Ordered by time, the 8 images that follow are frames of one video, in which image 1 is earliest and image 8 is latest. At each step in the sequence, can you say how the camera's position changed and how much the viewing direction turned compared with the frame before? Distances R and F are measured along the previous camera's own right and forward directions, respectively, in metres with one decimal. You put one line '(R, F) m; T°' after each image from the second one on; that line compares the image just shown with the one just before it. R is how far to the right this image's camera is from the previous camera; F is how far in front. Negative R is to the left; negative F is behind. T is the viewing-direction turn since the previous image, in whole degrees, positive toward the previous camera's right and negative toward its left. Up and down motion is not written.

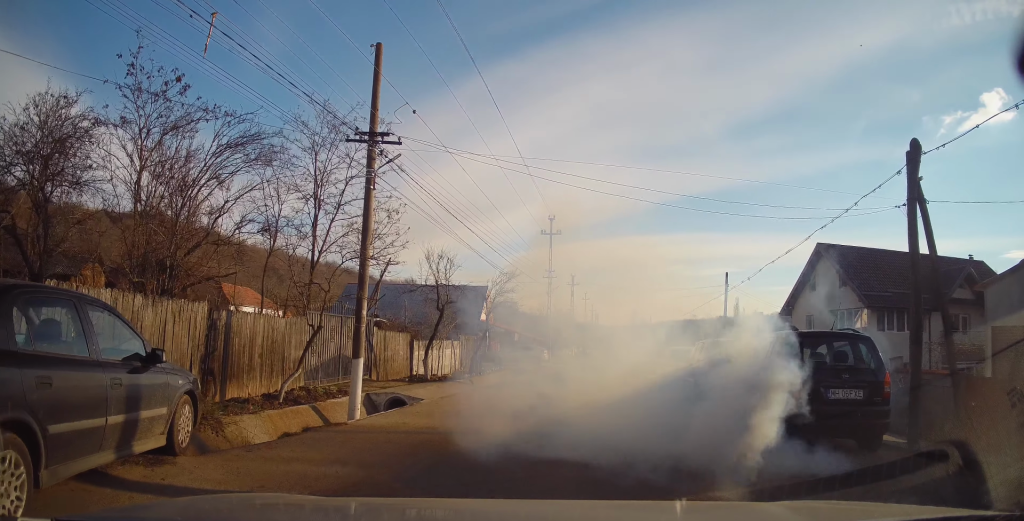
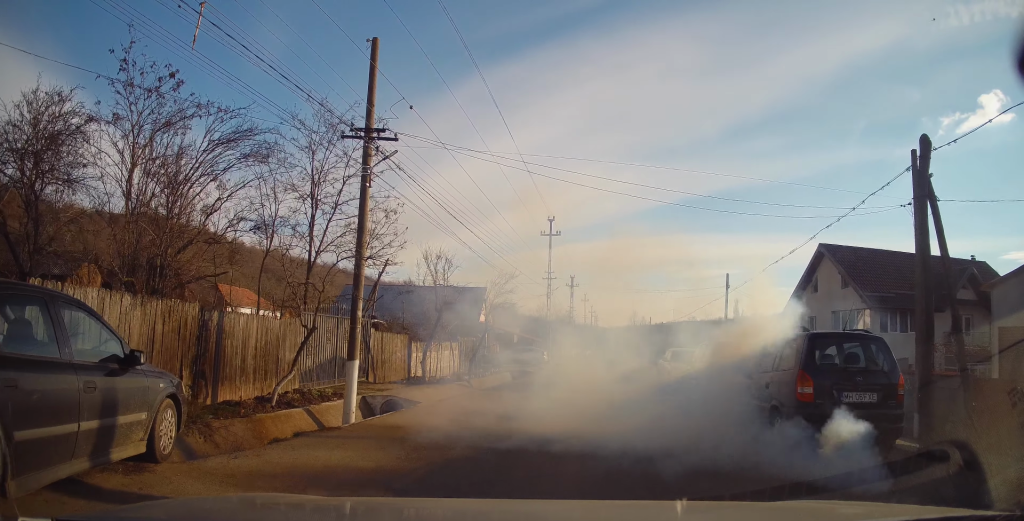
(-0.4, +0.5) m; 0°
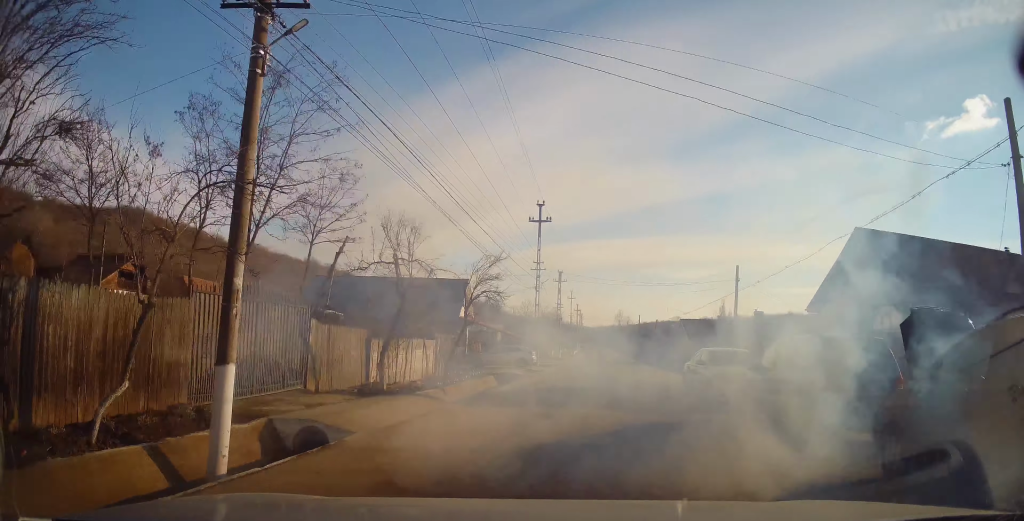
(+0.3, +4.2) m; +7°
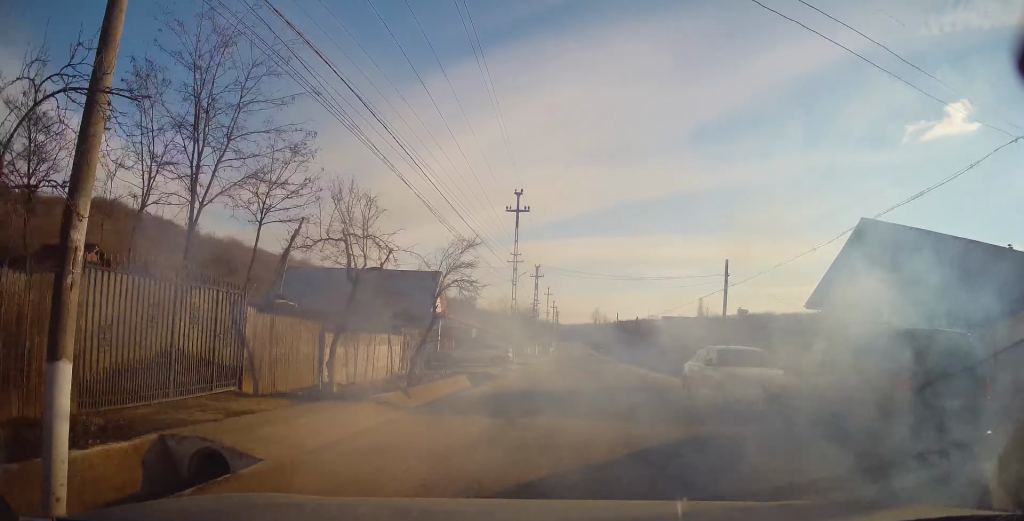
(0.0, +1.9) m; 0°
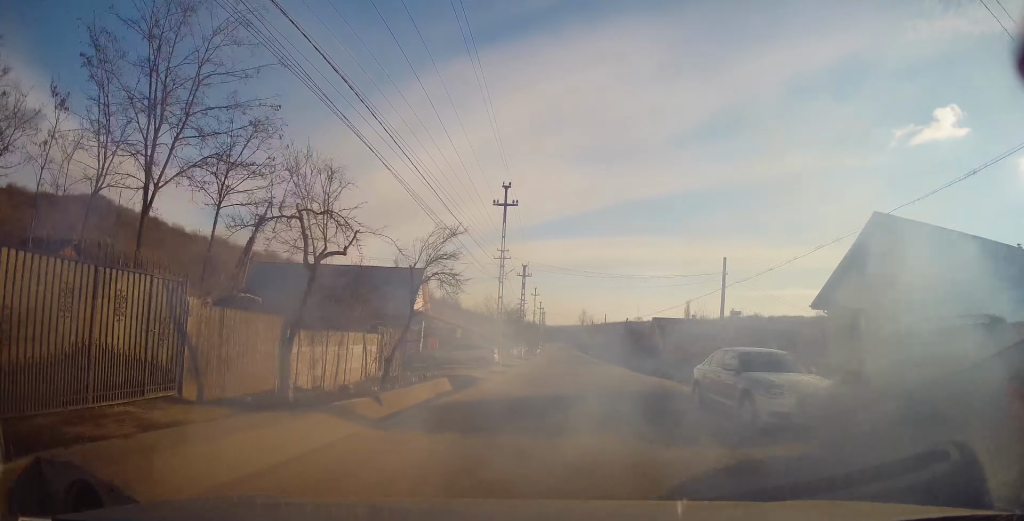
(0.0, +1.8) m; +1°
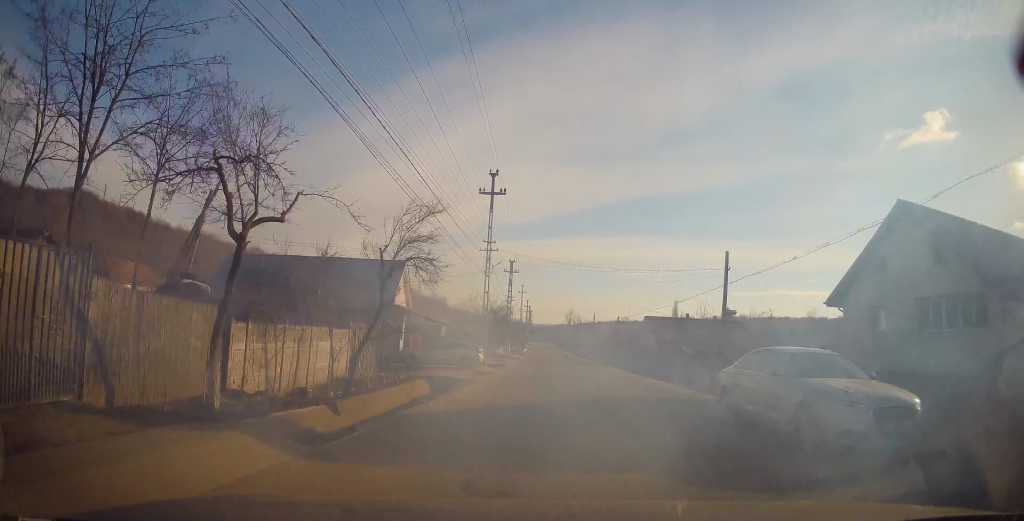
(0.0, +2.1) m; +1°
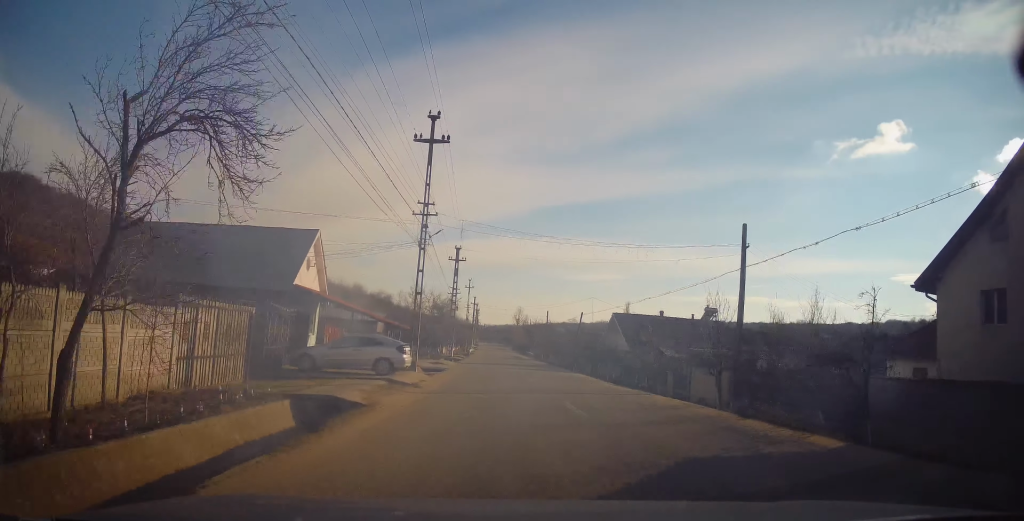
(+0.4, +8.4) m; +4°
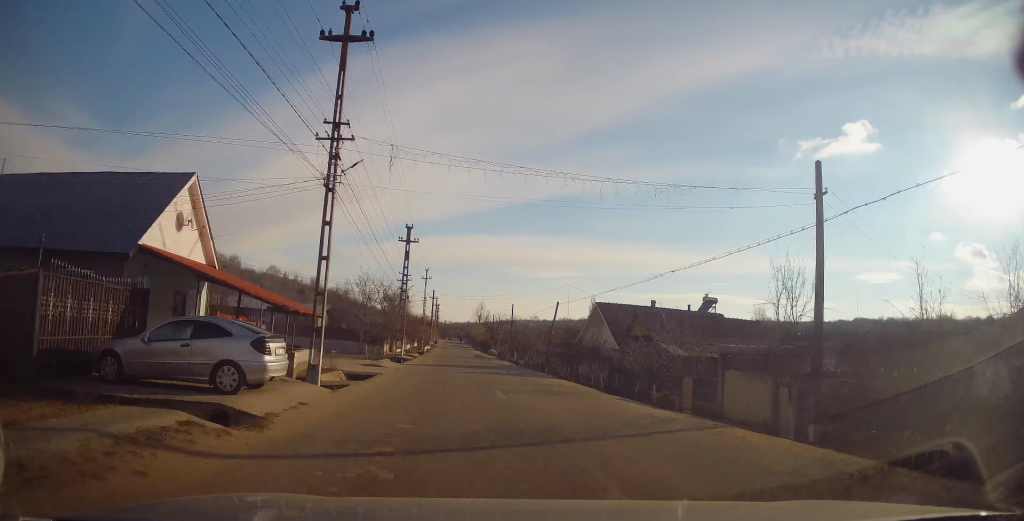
(+0.1, +9.2) m; +1°
